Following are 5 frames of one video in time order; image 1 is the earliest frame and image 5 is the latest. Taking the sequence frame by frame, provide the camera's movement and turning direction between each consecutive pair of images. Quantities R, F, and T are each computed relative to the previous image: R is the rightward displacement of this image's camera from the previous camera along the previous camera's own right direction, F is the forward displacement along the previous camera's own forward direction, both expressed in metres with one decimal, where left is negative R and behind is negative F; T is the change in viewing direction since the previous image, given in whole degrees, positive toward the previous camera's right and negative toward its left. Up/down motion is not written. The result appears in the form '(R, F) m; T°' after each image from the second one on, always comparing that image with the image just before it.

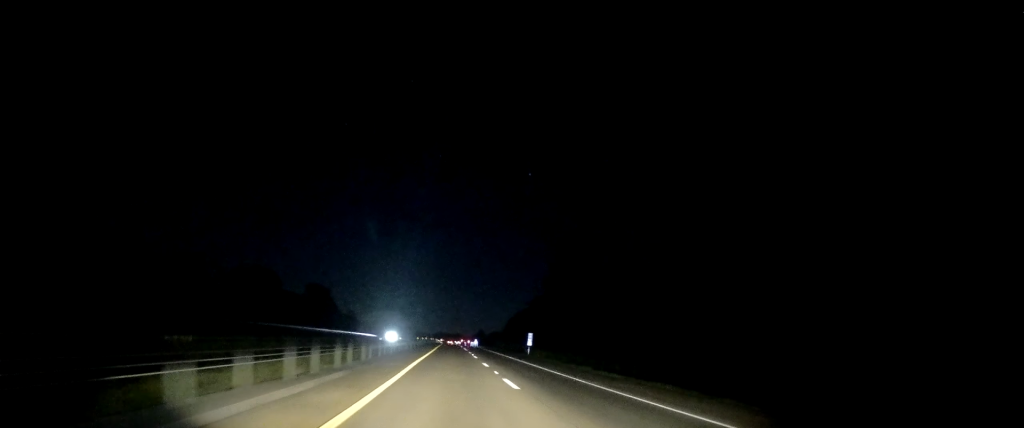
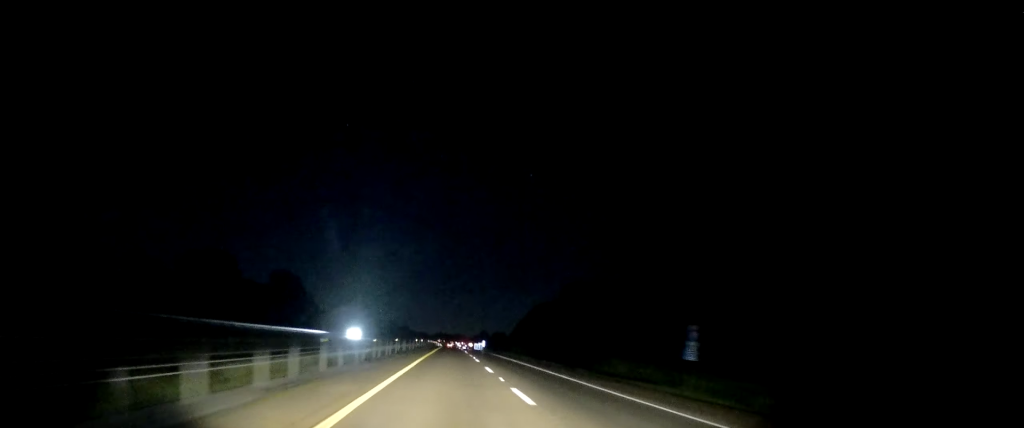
(+0.5, +54.4) m; 0°
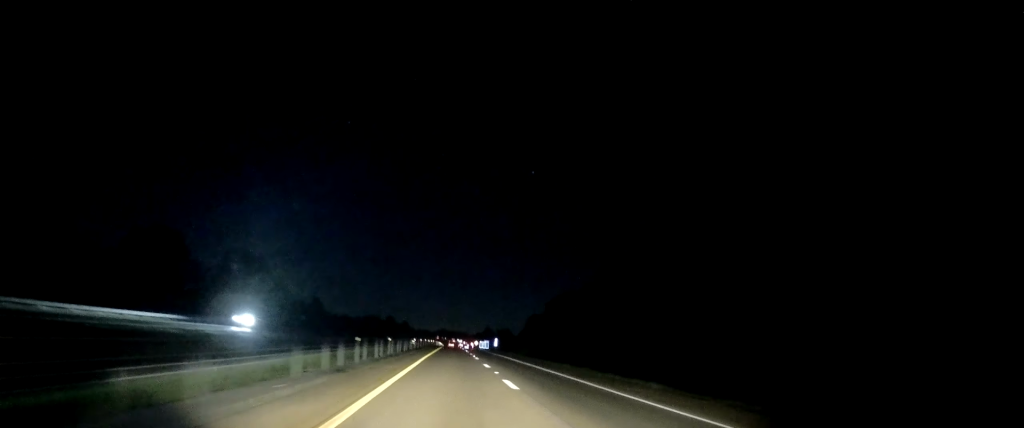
(-0.2, +45.0) m; 0°
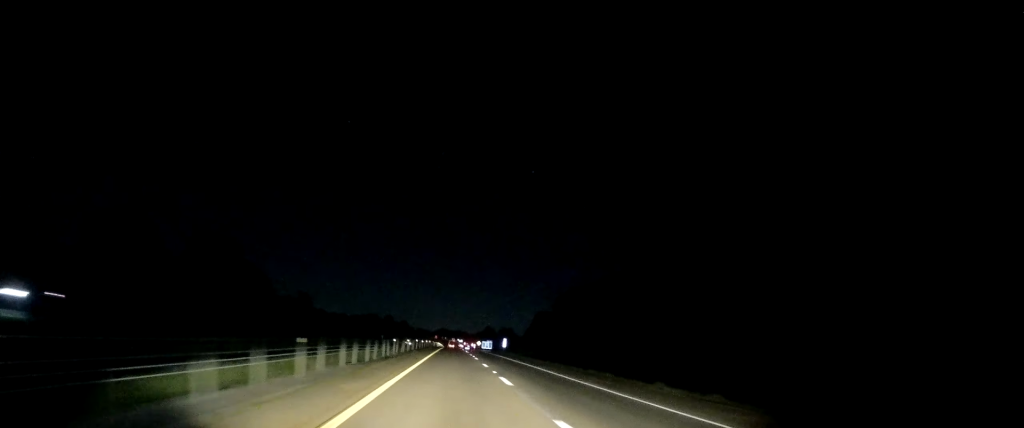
(+0.1, +22.5) m; 0°
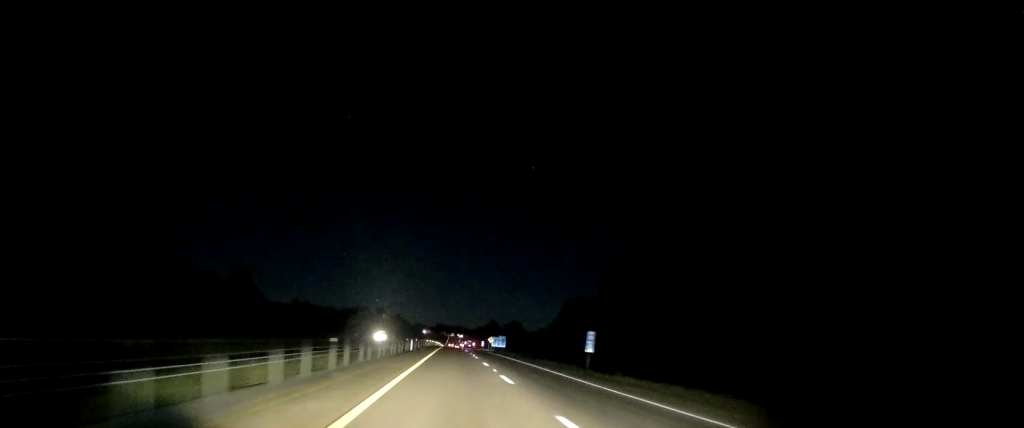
(-0.2, +72.5) m; 0°
